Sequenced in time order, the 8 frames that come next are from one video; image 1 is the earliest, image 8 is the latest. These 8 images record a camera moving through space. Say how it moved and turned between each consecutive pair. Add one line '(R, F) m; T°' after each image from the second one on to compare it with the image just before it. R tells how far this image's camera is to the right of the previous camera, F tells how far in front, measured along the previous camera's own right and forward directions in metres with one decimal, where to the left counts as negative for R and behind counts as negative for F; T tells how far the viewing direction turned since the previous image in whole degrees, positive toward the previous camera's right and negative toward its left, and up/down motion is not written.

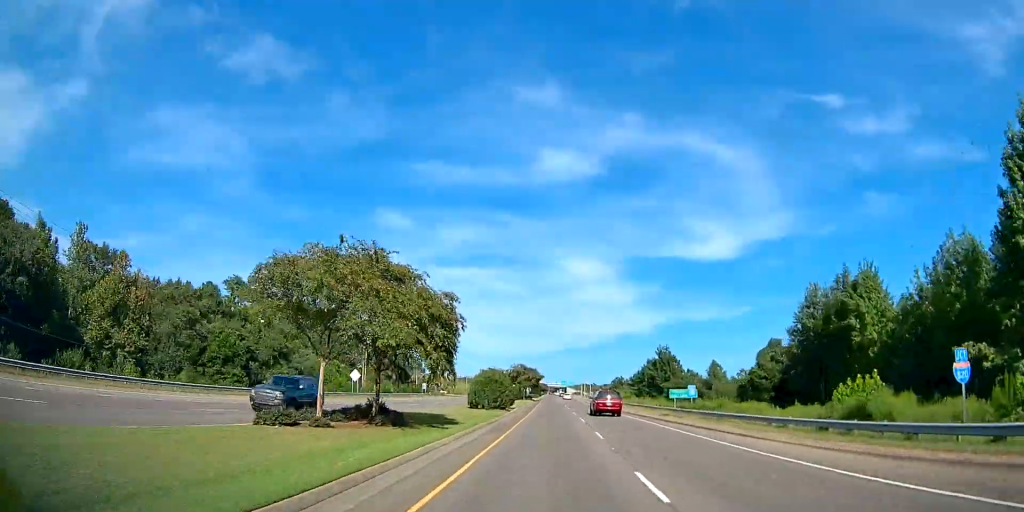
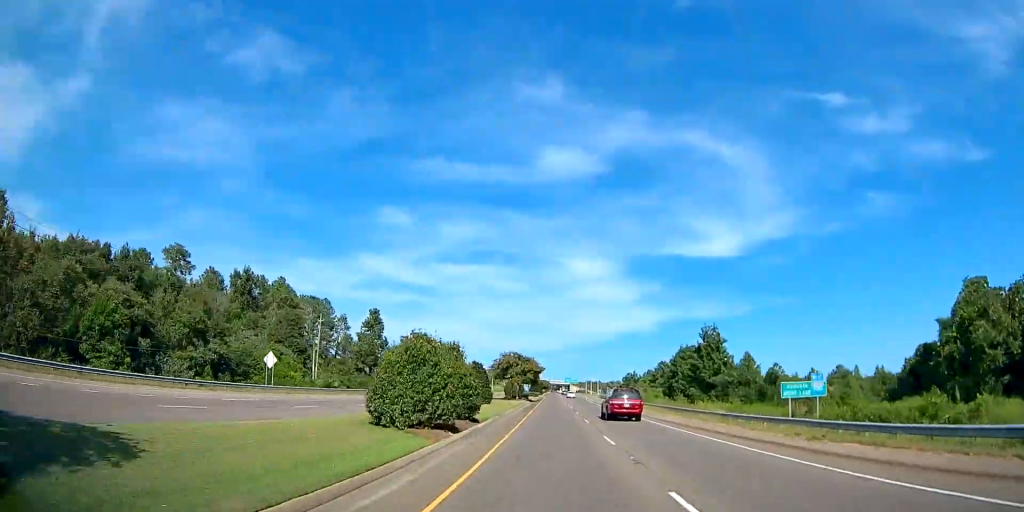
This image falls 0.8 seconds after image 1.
(+0.9, +26.4) m; +1°
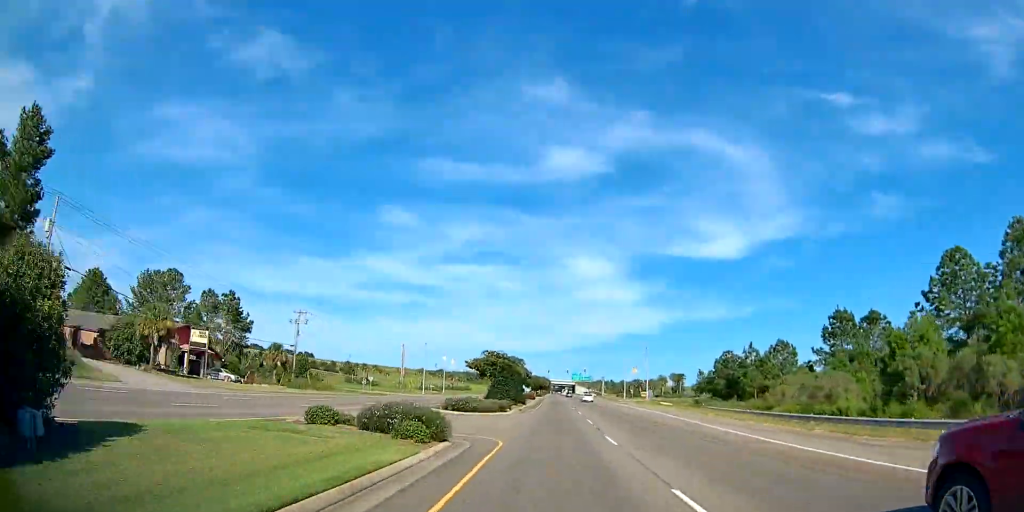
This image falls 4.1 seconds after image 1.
(-2.8, +106.4) m; -3°
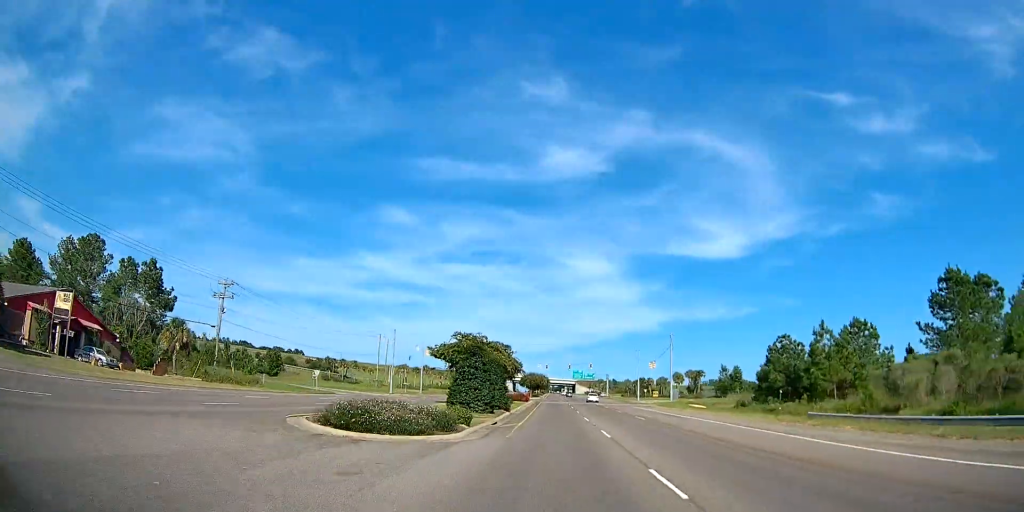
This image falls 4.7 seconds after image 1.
(-0.1, +20.5) m; 0°
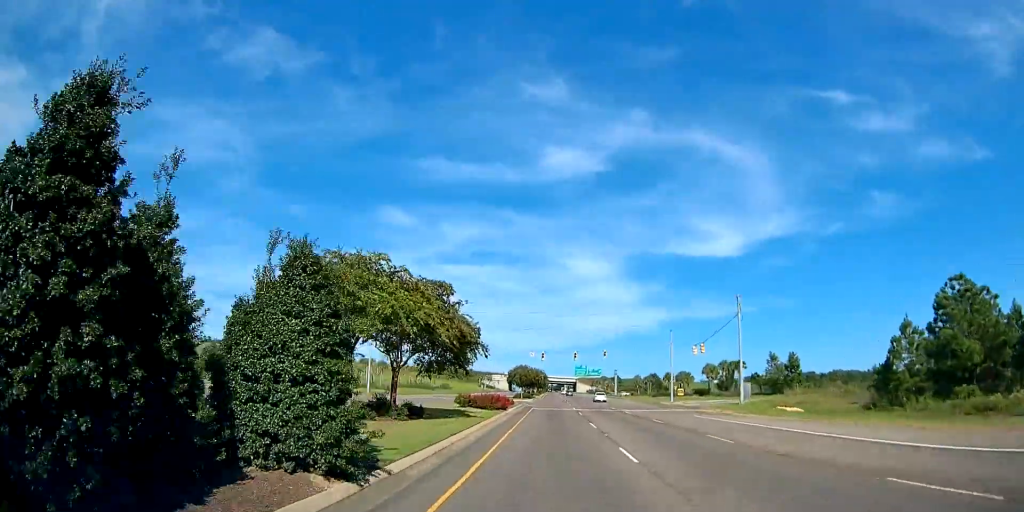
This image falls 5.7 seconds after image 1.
(-0.1, +29.4) m; +1°
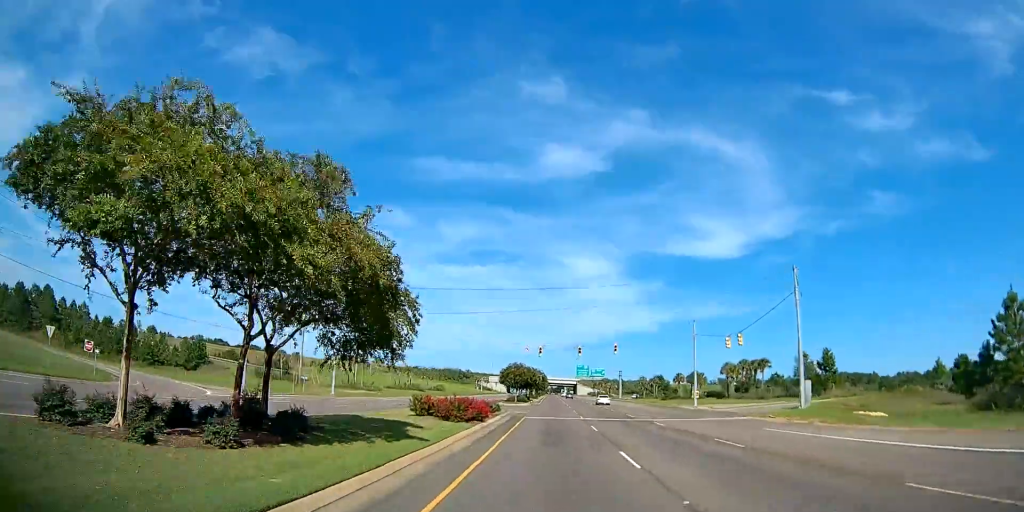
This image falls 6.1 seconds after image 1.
(-0.1, +12.1) m; +1°
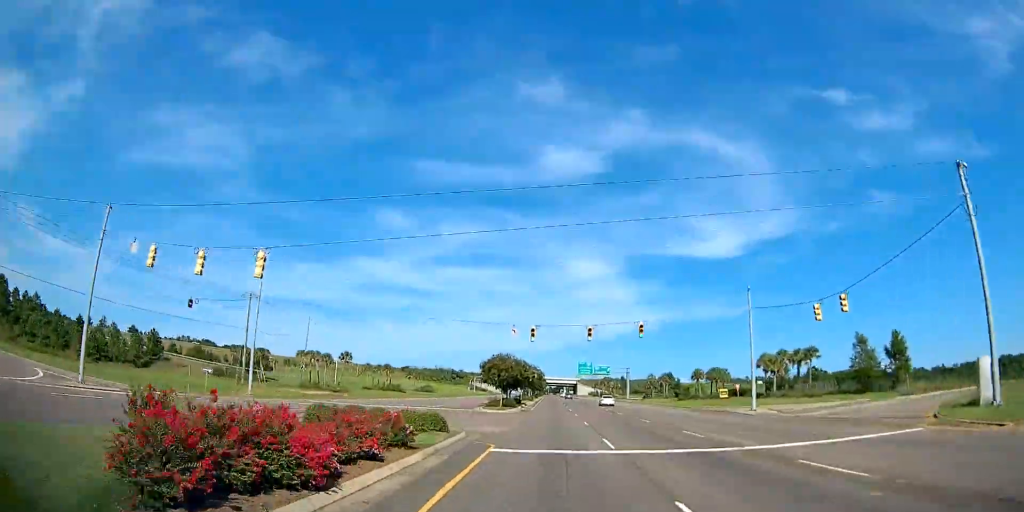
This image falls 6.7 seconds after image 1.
(+0.3, +18.7) m; +1°
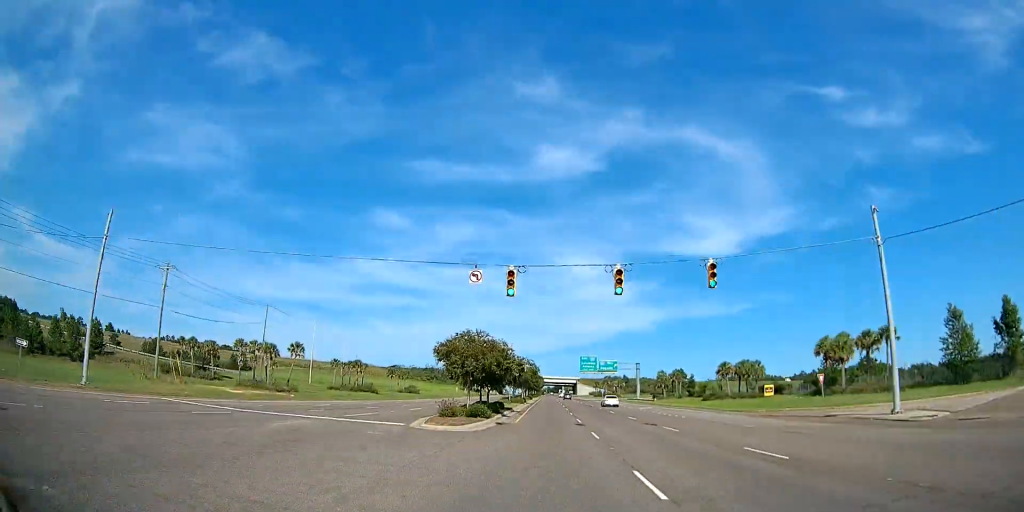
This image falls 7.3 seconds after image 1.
(+0.3, +19.8) m; 0°
